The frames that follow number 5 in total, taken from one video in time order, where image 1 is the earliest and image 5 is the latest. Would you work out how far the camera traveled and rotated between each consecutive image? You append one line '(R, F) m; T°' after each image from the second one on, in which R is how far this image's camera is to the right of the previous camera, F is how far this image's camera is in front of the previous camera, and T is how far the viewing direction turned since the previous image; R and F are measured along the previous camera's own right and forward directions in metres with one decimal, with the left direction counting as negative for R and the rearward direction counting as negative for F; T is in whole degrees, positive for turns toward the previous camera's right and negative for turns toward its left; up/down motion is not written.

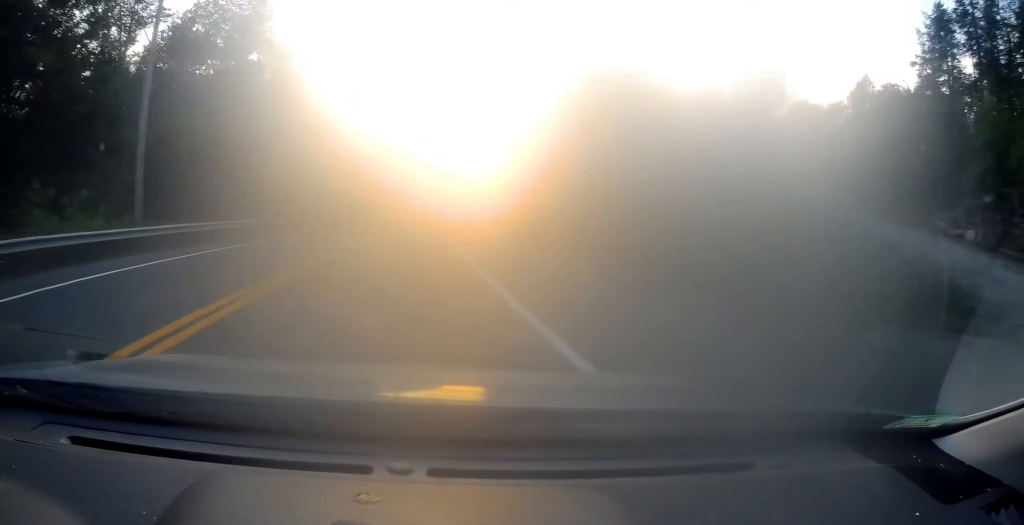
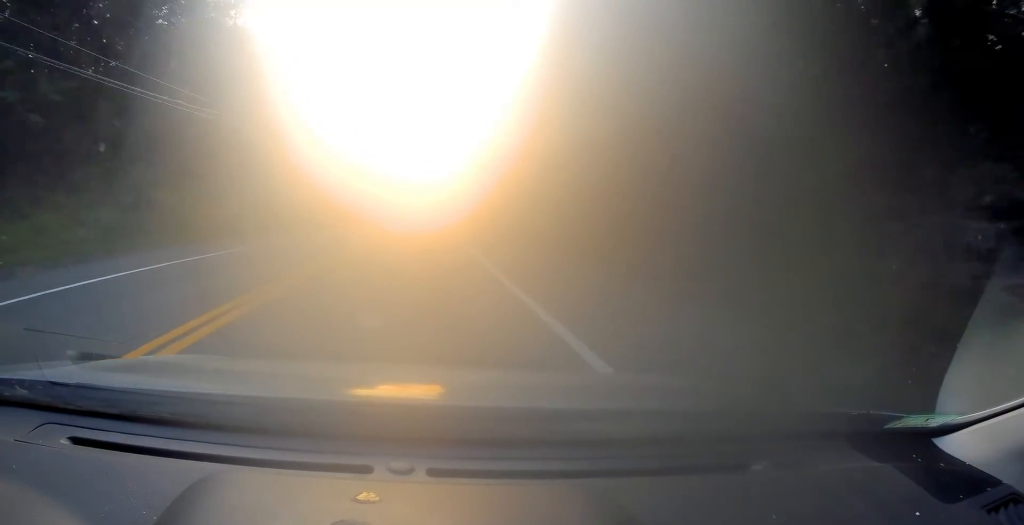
(+1.8, +54.9) m; +4°
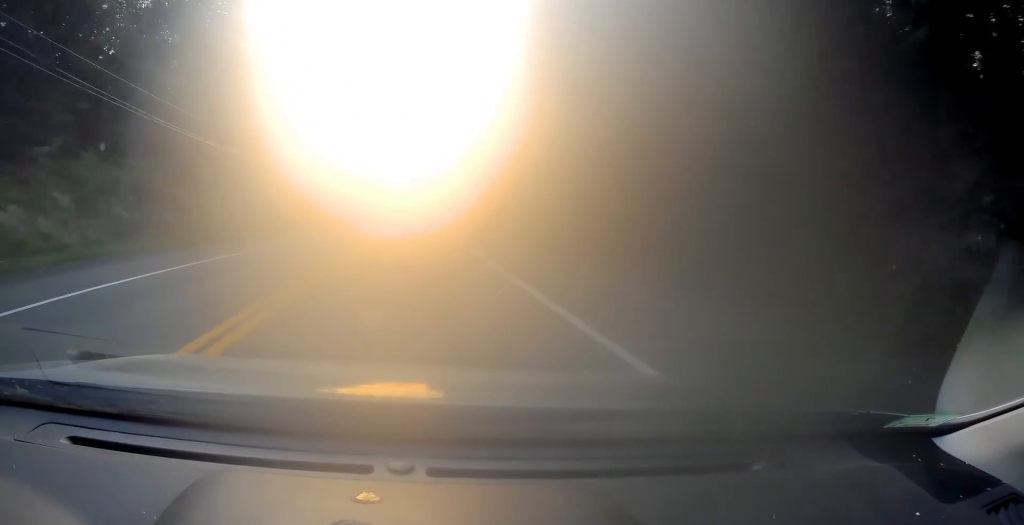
(+0.7, +25.9) m; +2°
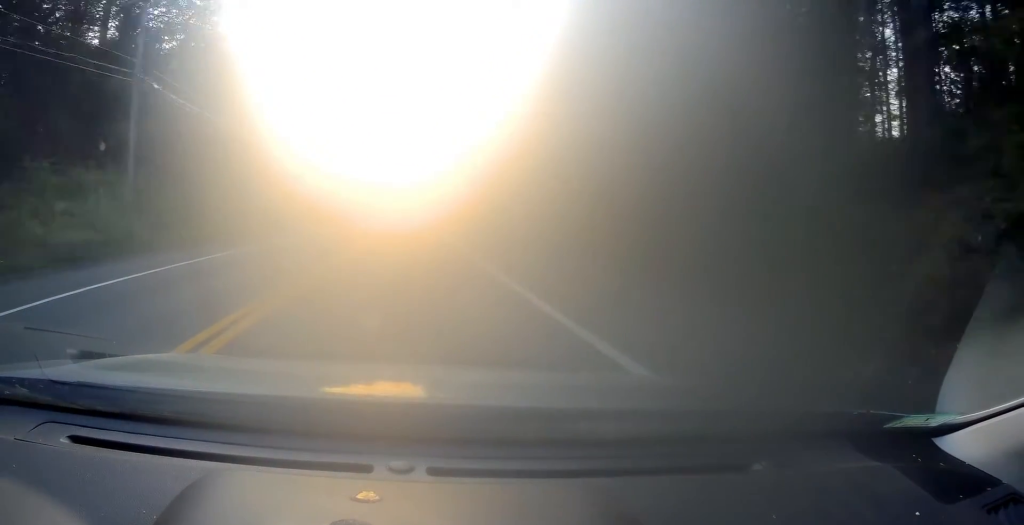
(+0.6, +47.0) m; +1°
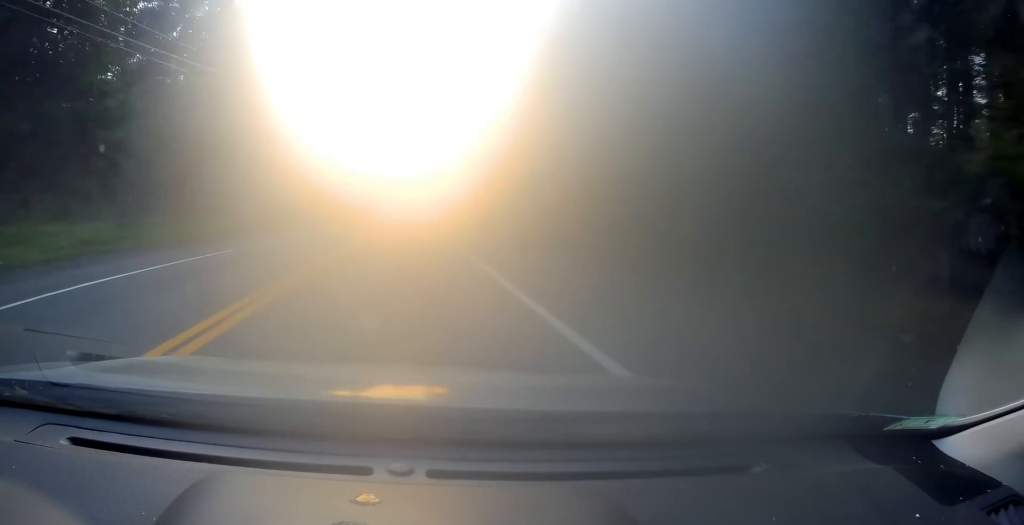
(+0.9, +45.9) m; +4°
